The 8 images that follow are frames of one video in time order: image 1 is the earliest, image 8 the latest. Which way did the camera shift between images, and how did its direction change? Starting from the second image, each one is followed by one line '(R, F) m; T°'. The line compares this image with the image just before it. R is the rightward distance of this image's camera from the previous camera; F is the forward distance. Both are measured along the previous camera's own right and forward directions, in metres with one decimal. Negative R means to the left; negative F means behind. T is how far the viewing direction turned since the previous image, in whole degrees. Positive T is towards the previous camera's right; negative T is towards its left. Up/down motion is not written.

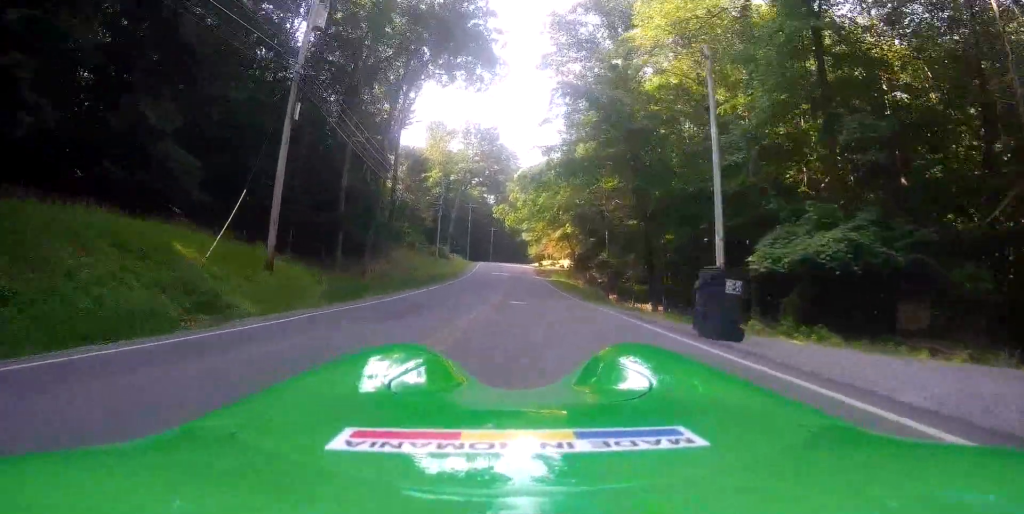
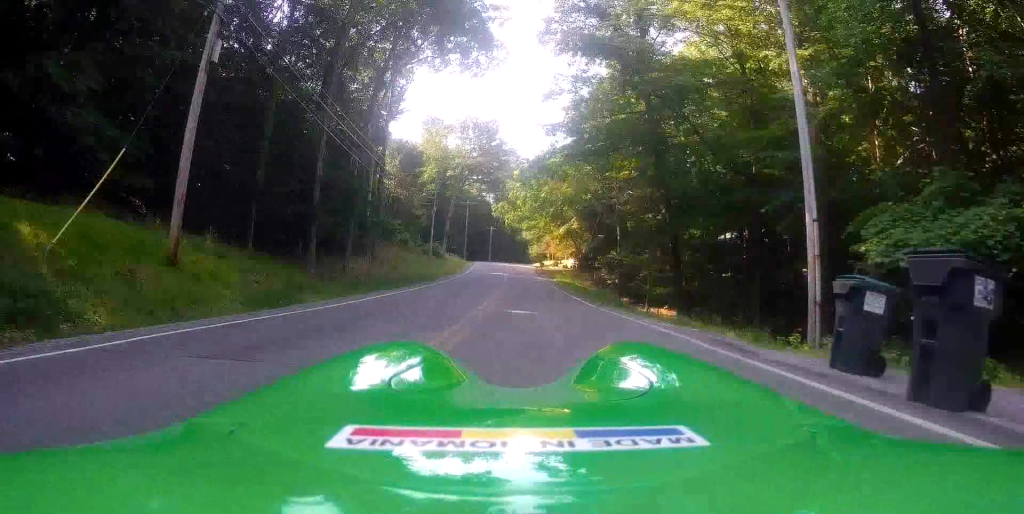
(-0.1, +5.4) m; -1°
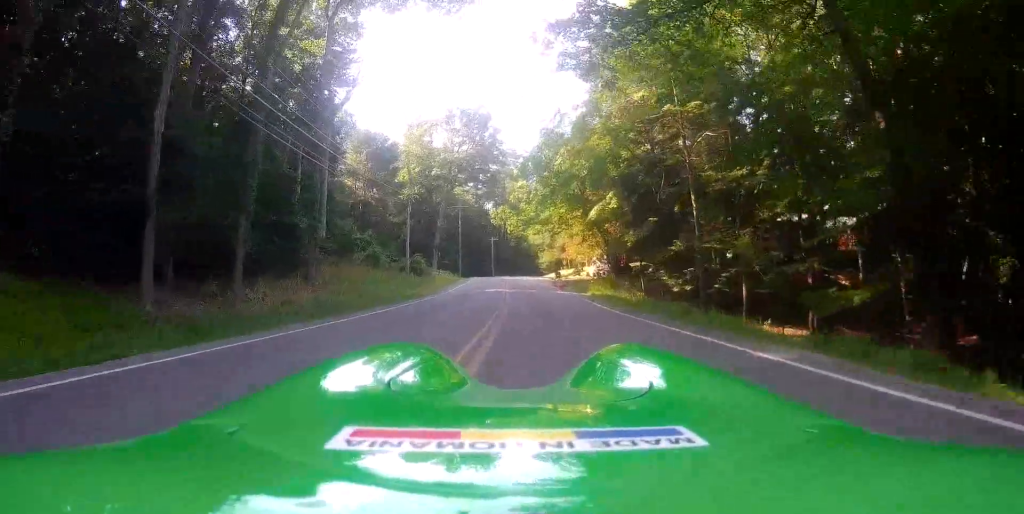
(+0.1, +18.4) m; +1°
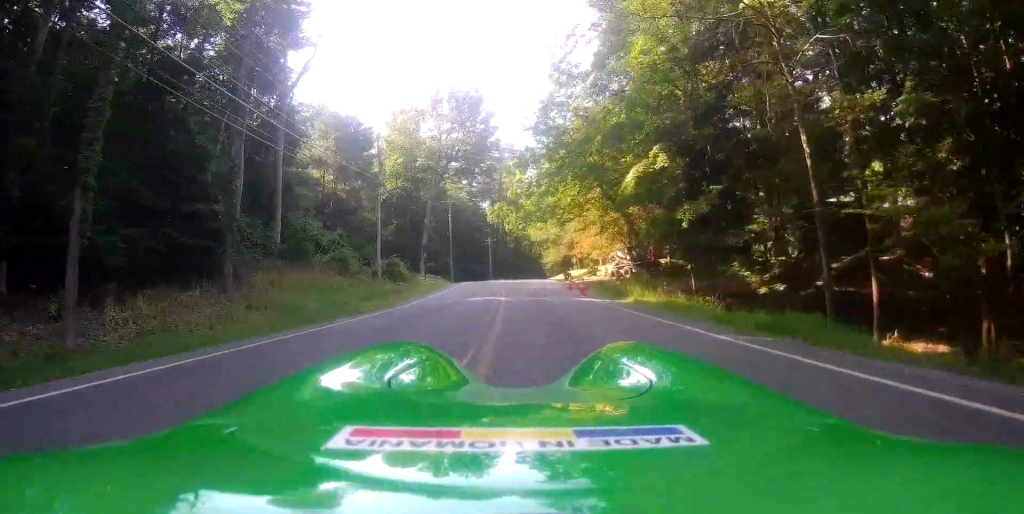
(+0.1, +10.8) m; +1°
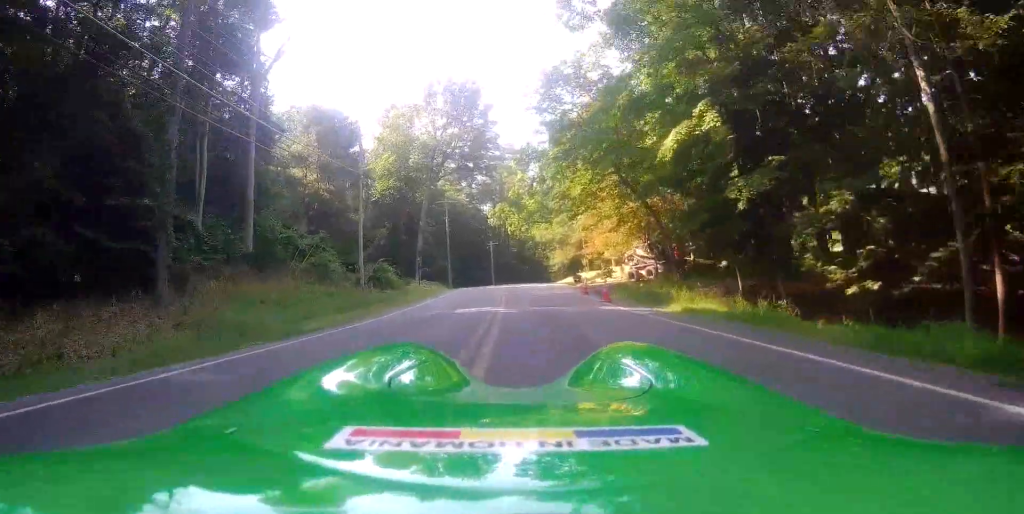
(0.0, +5.5) m; +1°
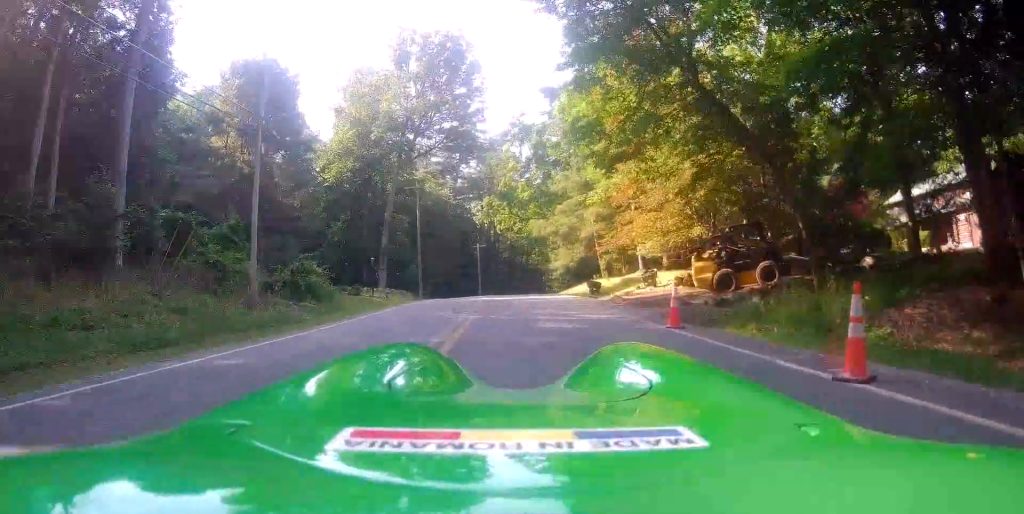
(+0.1, +14.5) m; +2°
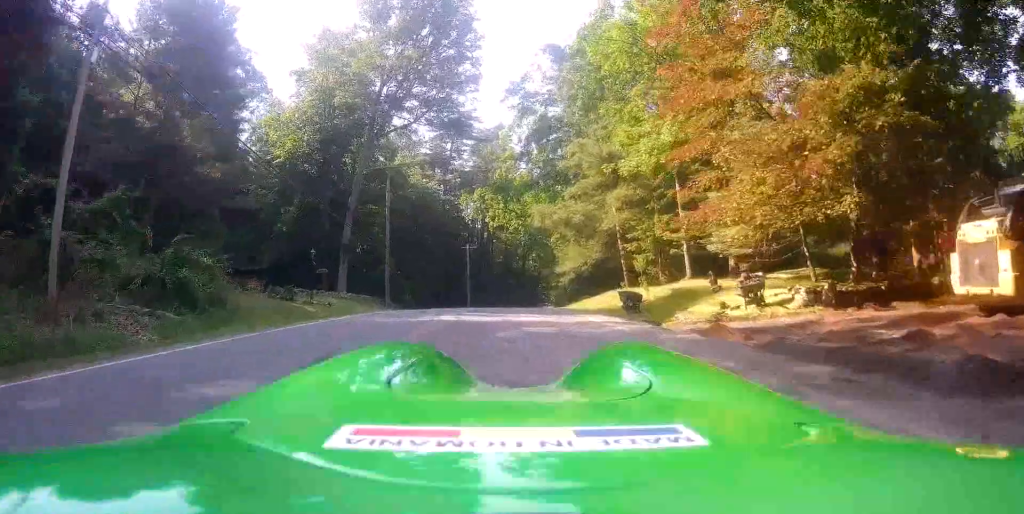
(+0.4, +11.5) m; +4°
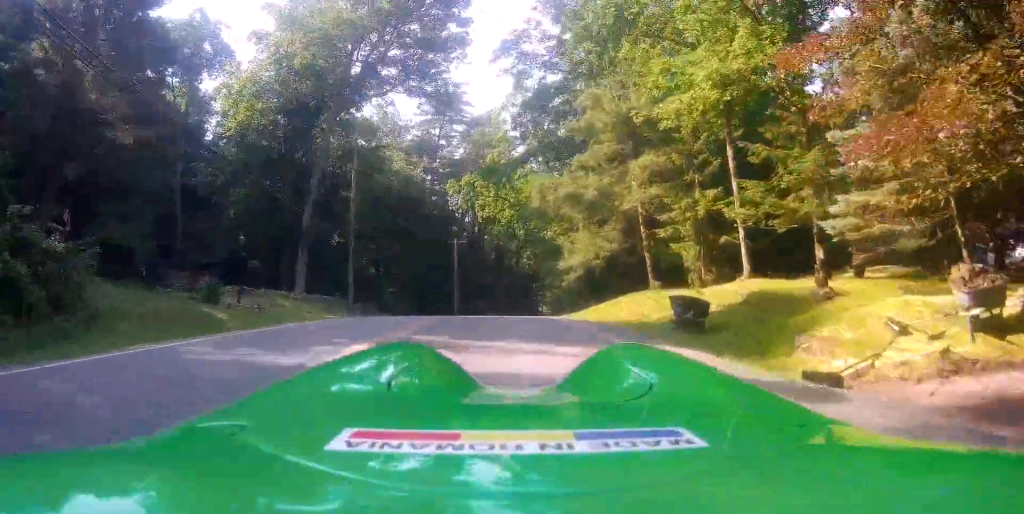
(+0.2, +8.0) m; +1°
